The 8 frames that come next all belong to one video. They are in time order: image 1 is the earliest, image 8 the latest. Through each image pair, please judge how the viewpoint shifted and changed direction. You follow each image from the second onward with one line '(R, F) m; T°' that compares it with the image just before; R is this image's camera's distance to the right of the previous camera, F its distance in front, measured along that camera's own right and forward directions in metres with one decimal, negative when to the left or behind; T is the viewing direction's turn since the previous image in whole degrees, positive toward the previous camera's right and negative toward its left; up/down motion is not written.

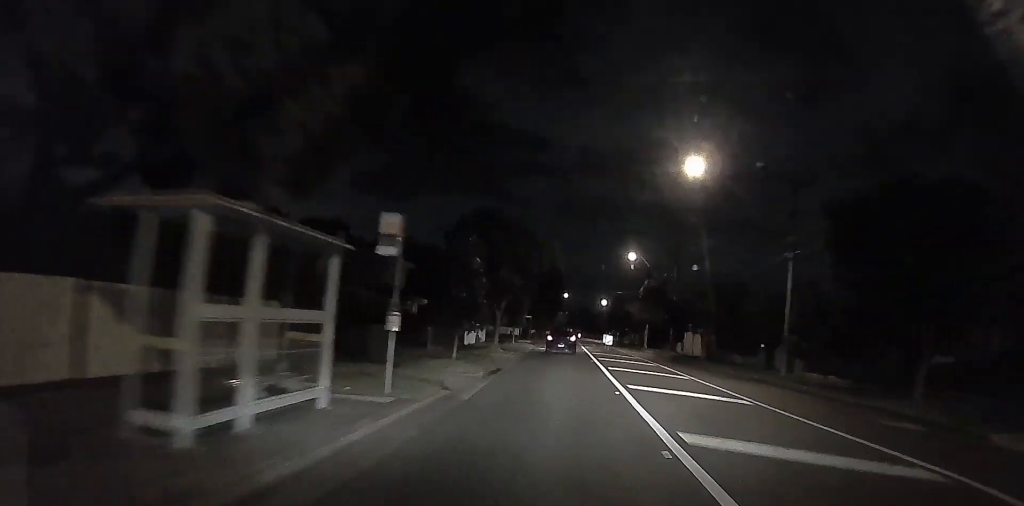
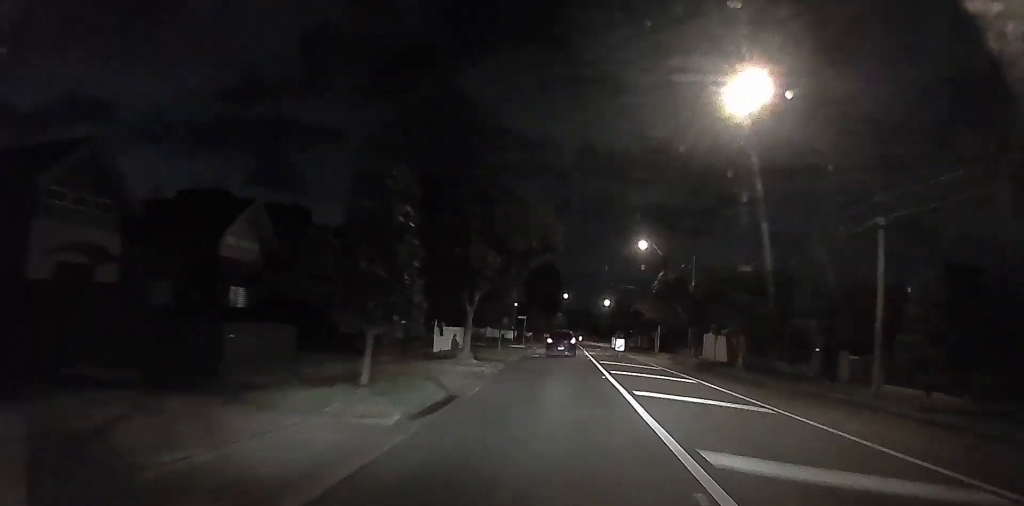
(+0.8, +8.4) m; +4°
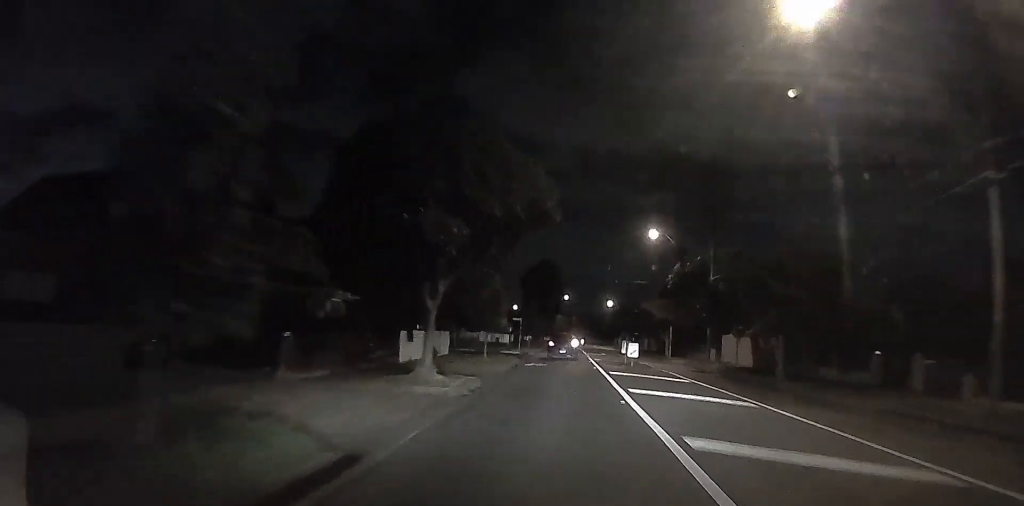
(+0.1, +6.1) m; 0°
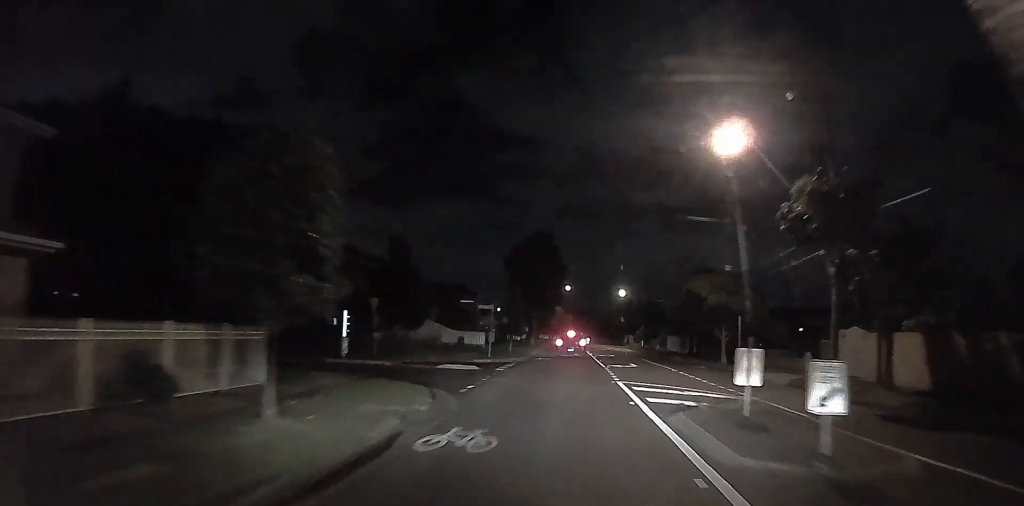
(-1.2, +20.2) m; -5°
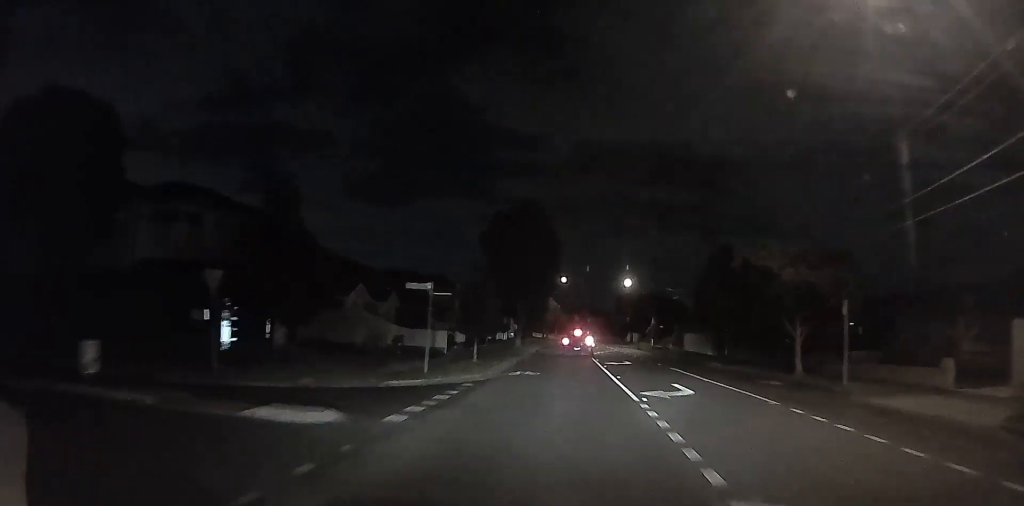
(+0.4, +10.2) m; +5°
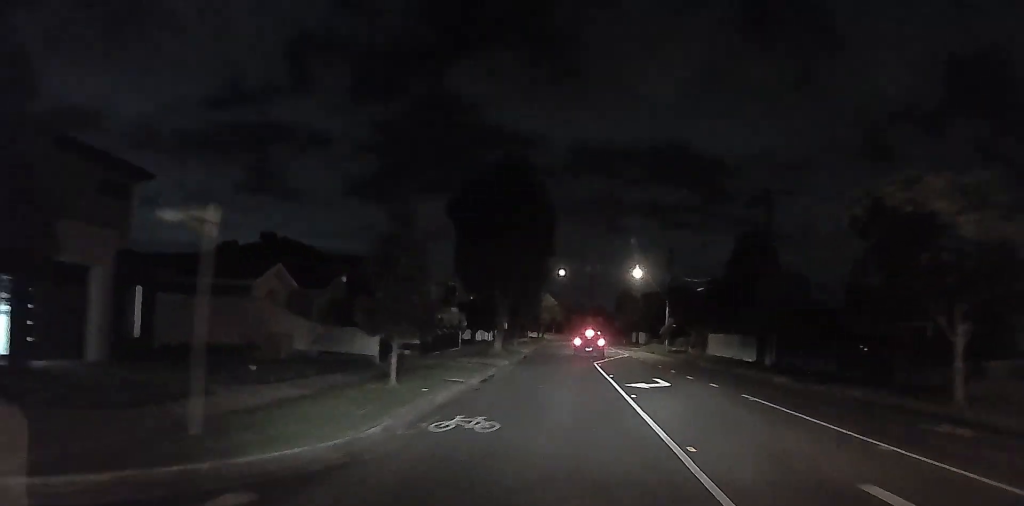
(+0.4, +8.0) m; +2°
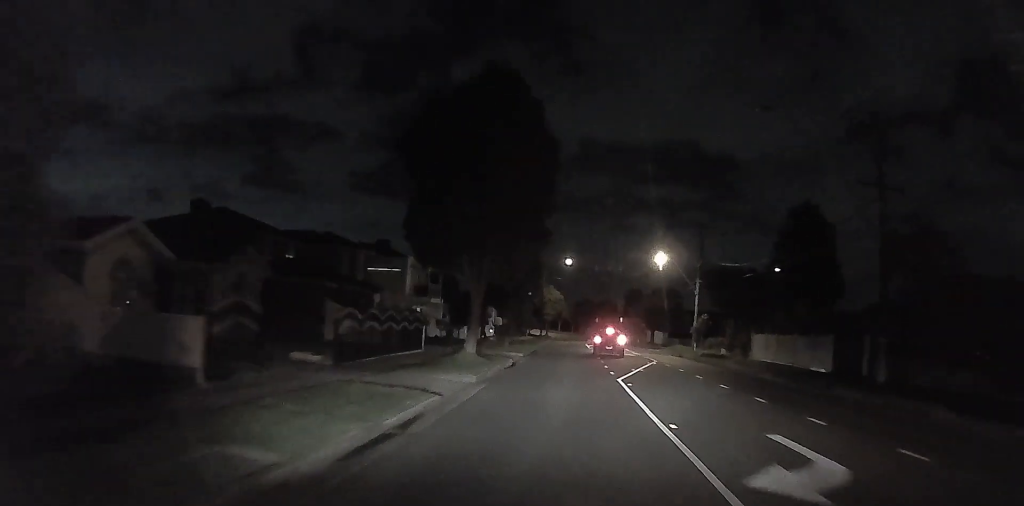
(-0.1, +8.2) m; -3°
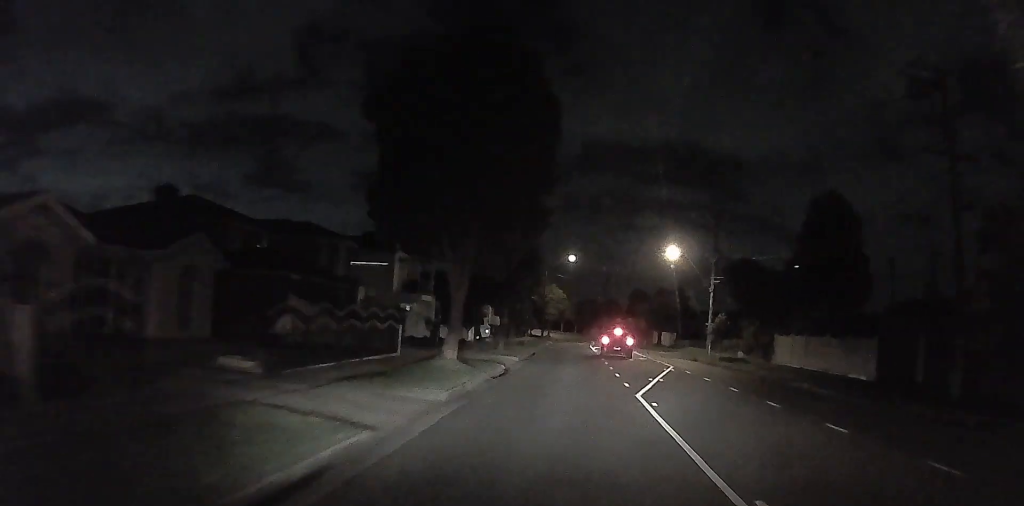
(0.0, +3.4) m; -3°
